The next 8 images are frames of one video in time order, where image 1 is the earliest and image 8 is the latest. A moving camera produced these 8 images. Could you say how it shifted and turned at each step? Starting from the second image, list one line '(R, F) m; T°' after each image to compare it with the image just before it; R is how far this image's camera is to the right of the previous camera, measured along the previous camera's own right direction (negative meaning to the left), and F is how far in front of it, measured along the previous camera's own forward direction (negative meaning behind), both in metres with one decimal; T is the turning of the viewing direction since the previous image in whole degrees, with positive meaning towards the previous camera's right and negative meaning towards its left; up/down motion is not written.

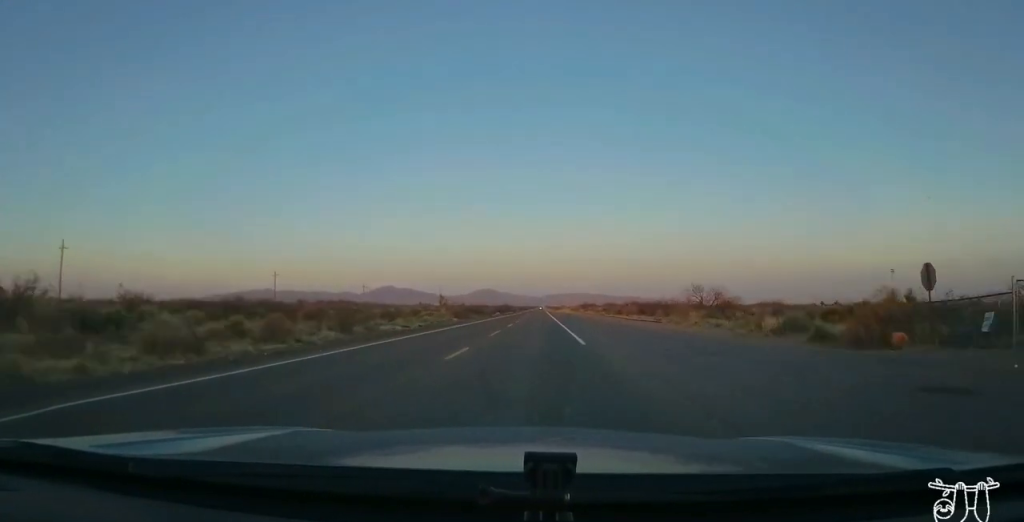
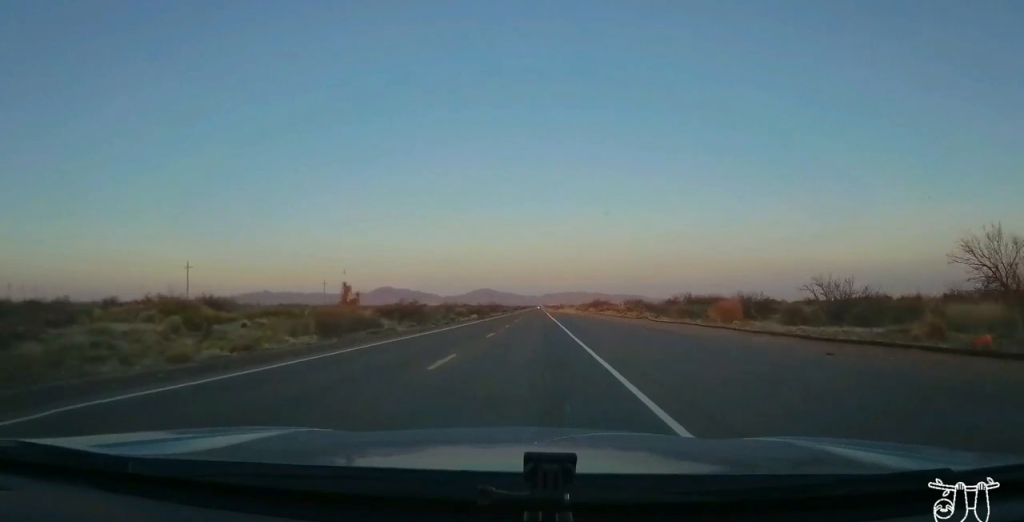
(-0.1, +47.1) m; 0°
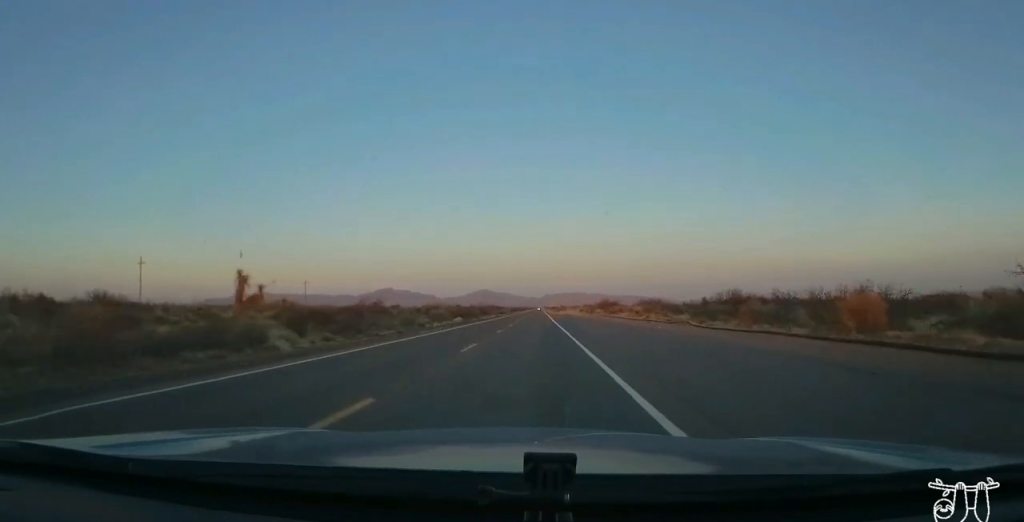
(+0.3, +18.7) m; +1°
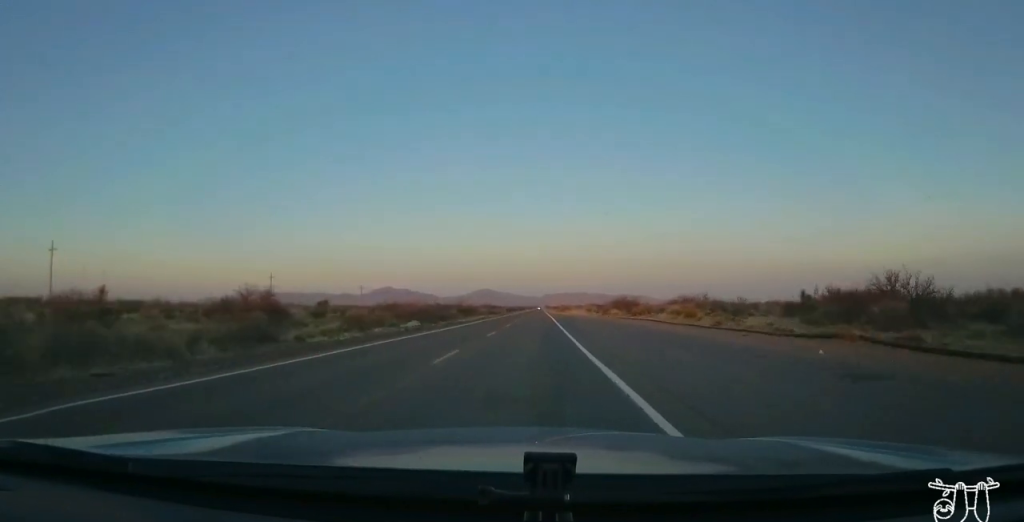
(0.0, +27.5) m; -1°
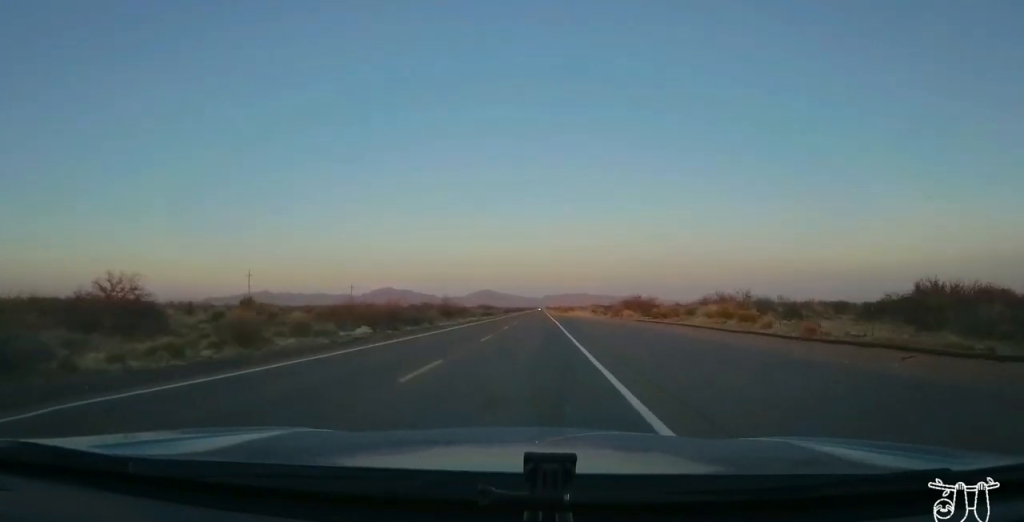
(-0.1, +14.7) m; 0°
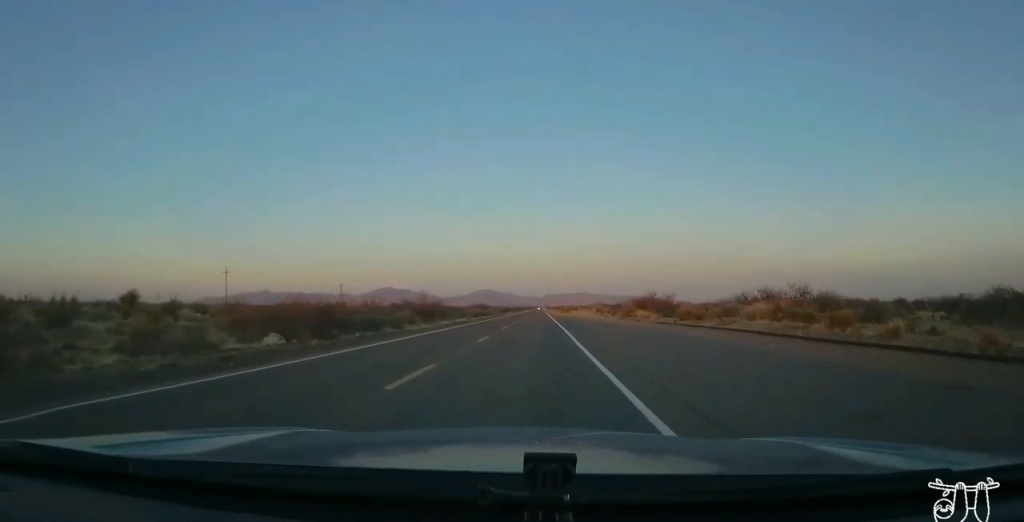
(-0.2, +12.8) m; 0°
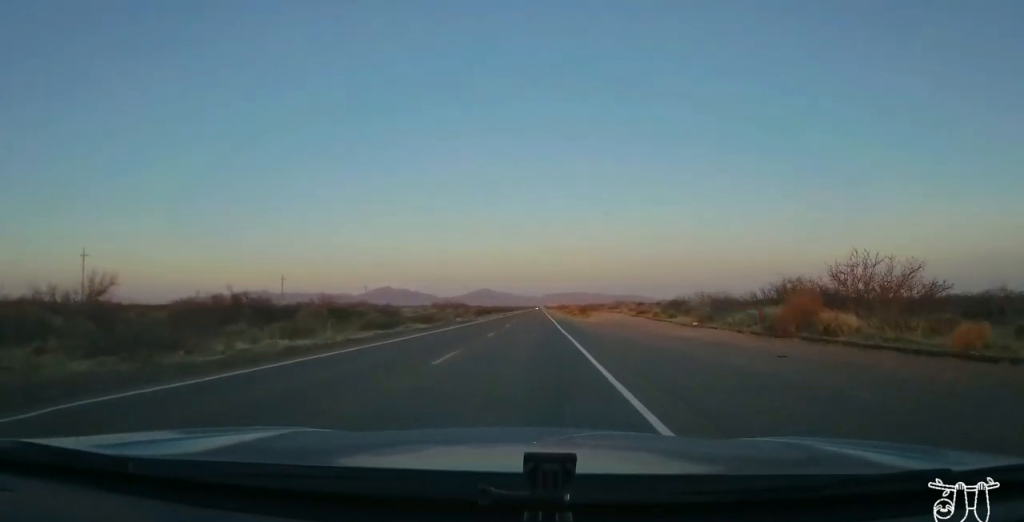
(+0.8, +54.9) m; +1°
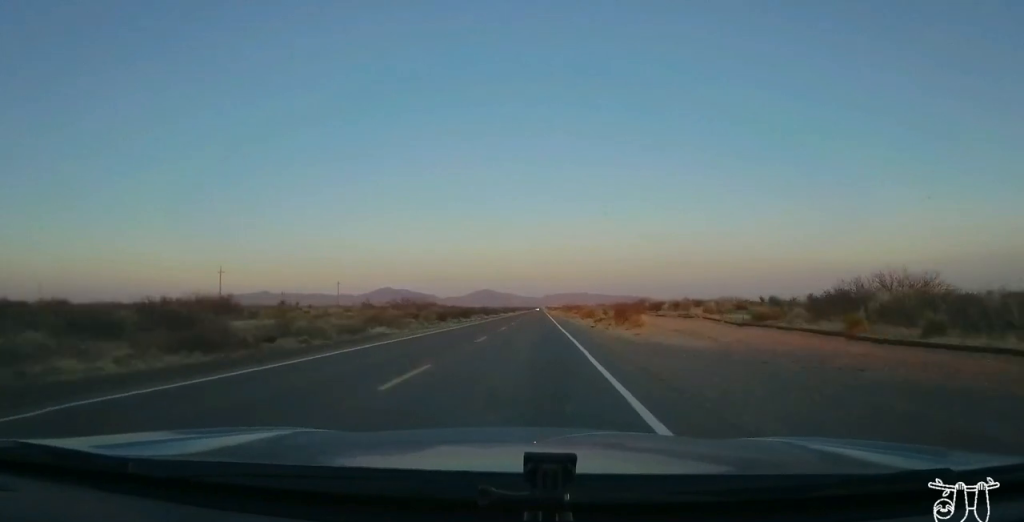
(0.0, +39.2) m; -1°
